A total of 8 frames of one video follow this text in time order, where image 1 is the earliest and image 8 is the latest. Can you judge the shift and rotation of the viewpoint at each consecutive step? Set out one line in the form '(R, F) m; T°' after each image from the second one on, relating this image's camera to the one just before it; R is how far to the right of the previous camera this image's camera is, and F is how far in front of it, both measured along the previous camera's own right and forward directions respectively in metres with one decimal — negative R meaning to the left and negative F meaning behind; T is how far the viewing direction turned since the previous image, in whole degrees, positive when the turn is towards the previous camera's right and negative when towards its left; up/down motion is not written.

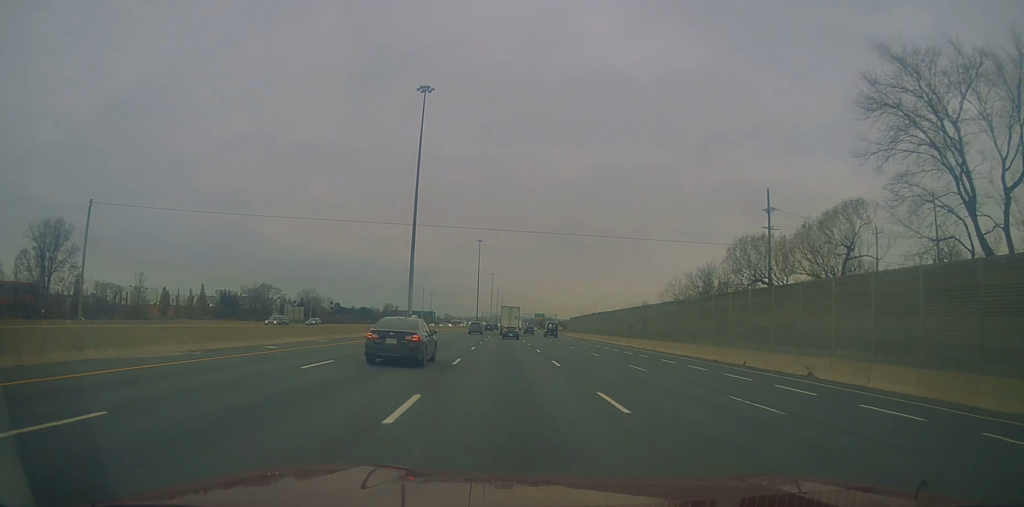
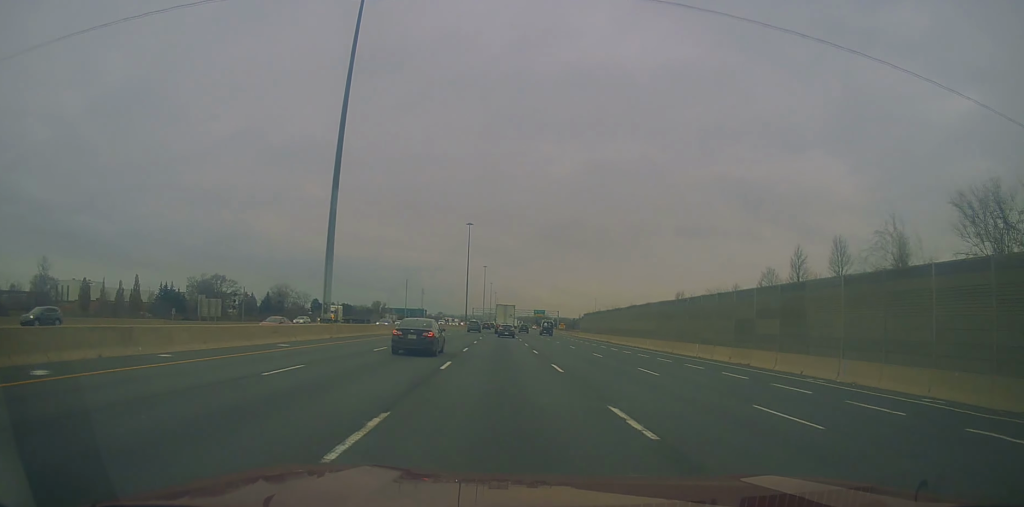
(0.0, +37.5) m; 0°
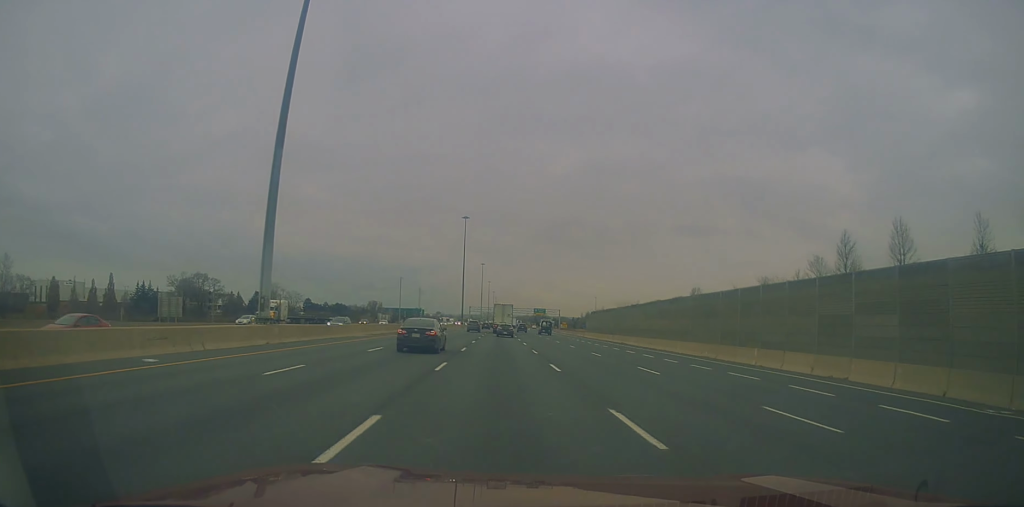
(-0.1, +12.0) m; 0°
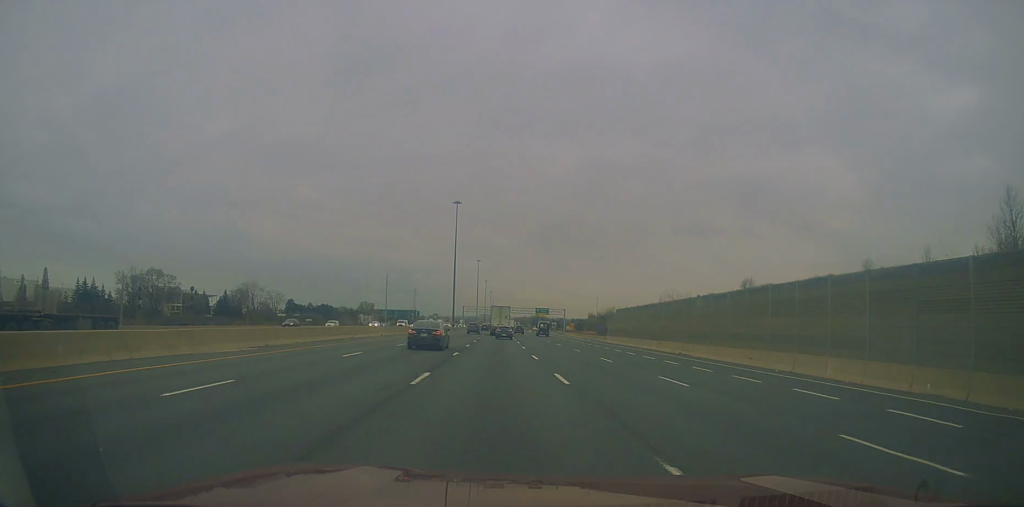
(+0.1, +26.9) m; +1°
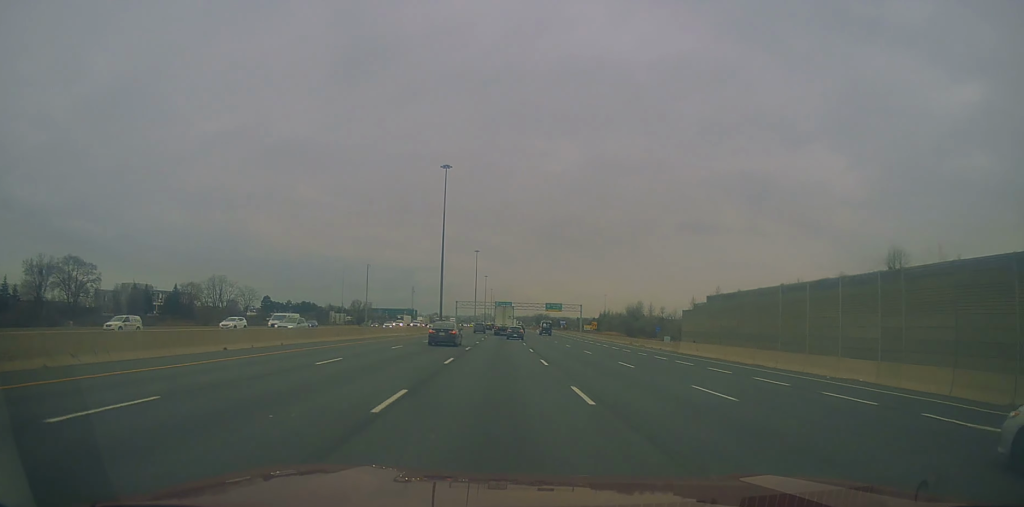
(+0.5, +38.7) m; +1°
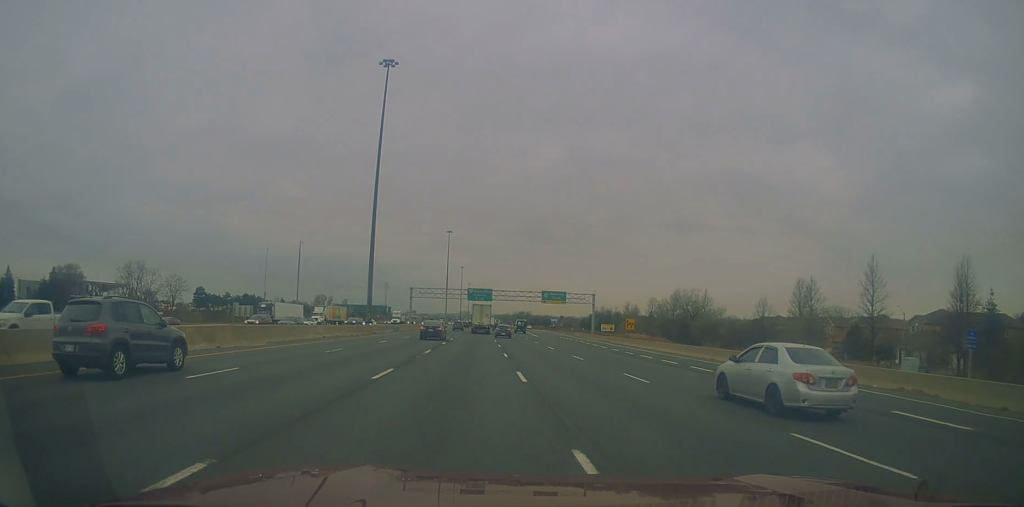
(+0.6, +53.5) m; +2°
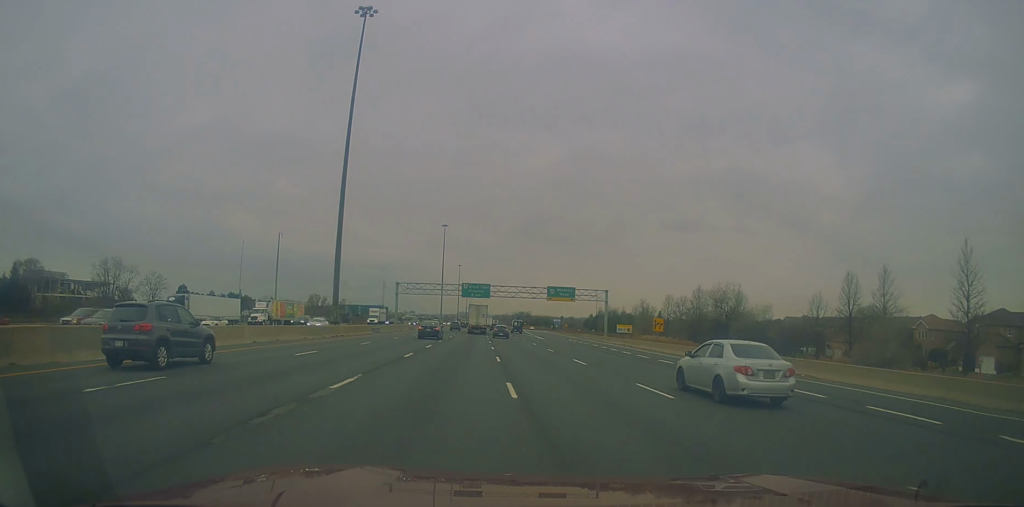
(+0.2, +14.9) m; +1°
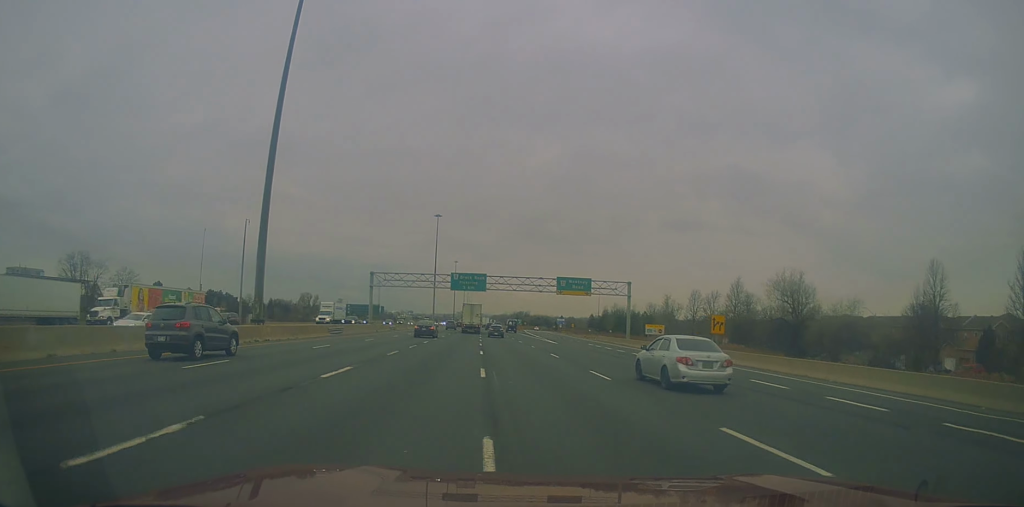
(0.0, +19.0) m; -1°
